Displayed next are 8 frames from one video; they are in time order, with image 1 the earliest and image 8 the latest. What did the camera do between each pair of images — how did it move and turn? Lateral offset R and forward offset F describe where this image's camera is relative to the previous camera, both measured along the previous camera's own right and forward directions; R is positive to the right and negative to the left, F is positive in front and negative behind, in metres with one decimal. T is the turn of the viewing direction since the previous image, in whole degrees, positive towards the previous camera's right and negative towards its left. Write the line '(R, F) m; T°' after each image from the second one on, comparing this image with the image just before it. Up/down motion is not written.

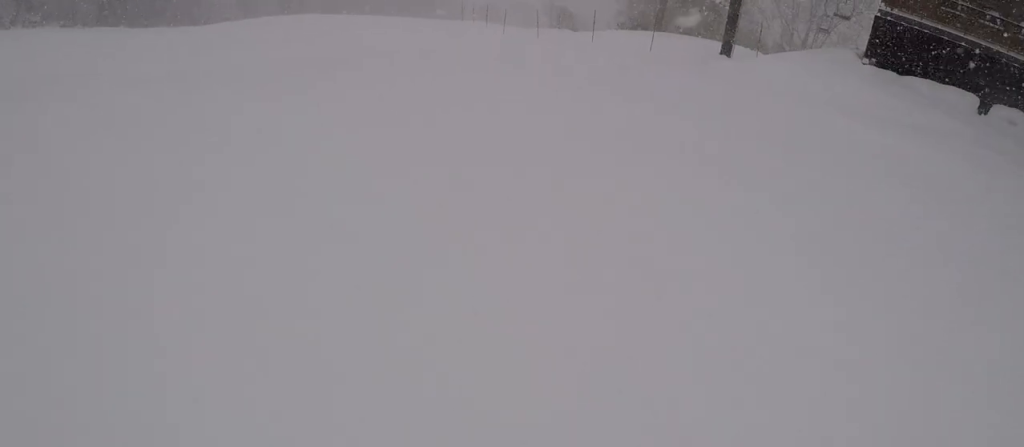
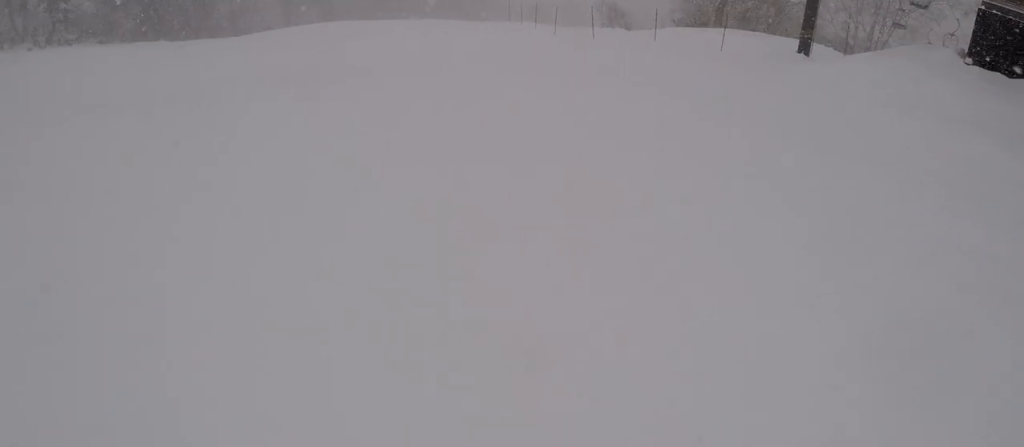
(+0.3, +2.9) m; 0°
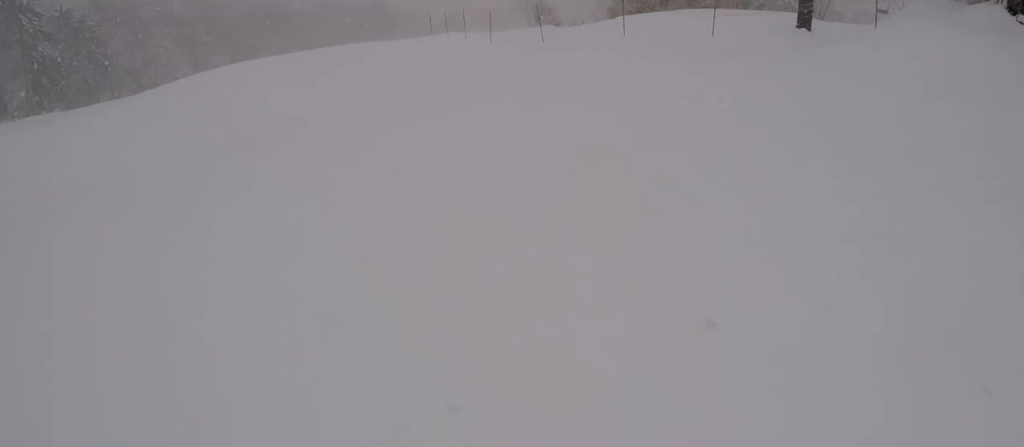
(+0.2, +6.2) m; -3°
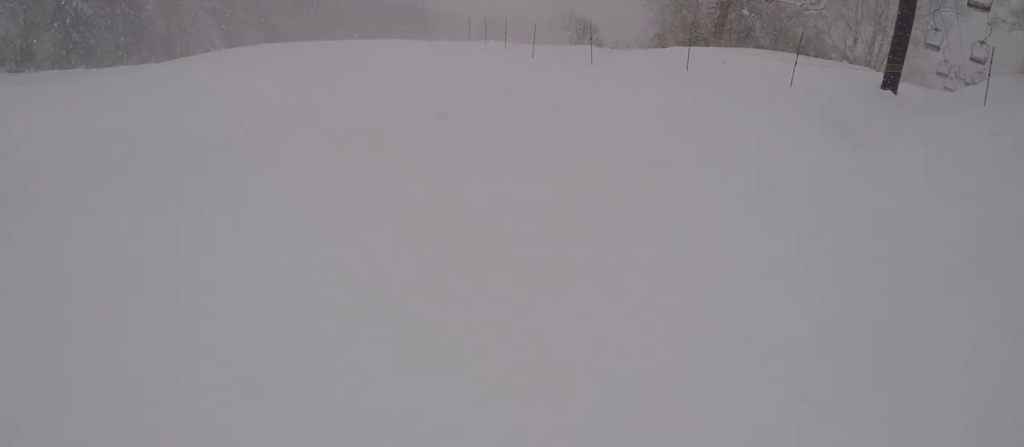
(-0.3, +3.0) m; -3°
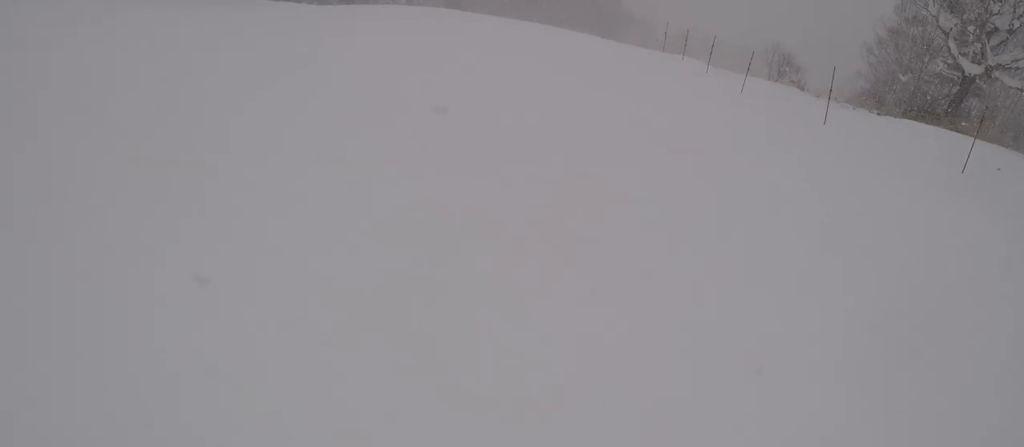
(-0.2, +5.9) m; -2°
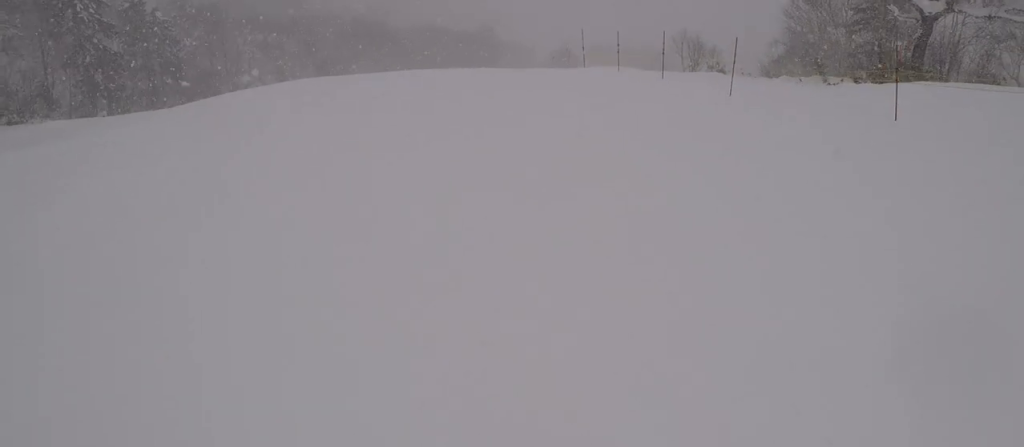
(0.0, +7.4) m; +4°
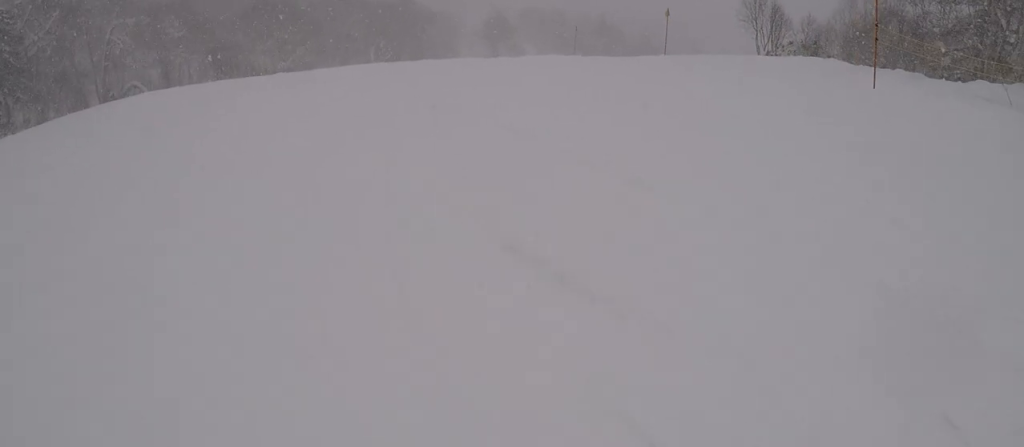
(-1.5, +20.5) m; -11°
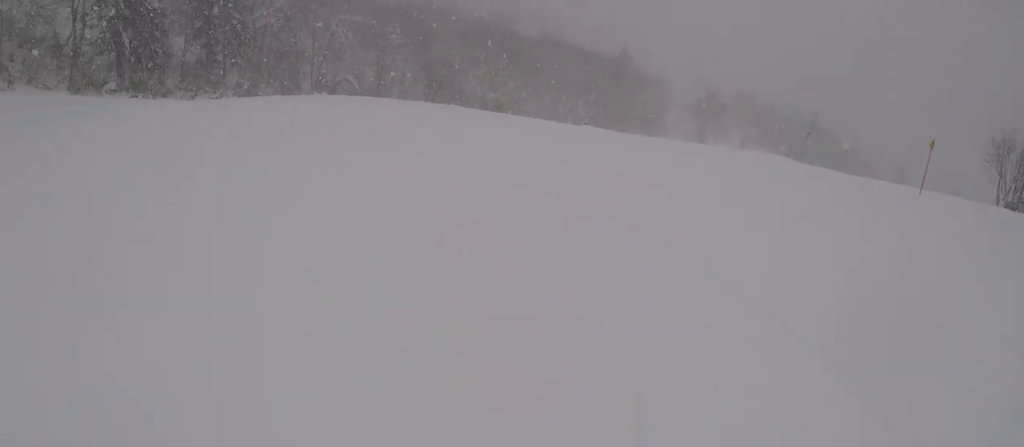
(0.0, +3.0) m; -4°
